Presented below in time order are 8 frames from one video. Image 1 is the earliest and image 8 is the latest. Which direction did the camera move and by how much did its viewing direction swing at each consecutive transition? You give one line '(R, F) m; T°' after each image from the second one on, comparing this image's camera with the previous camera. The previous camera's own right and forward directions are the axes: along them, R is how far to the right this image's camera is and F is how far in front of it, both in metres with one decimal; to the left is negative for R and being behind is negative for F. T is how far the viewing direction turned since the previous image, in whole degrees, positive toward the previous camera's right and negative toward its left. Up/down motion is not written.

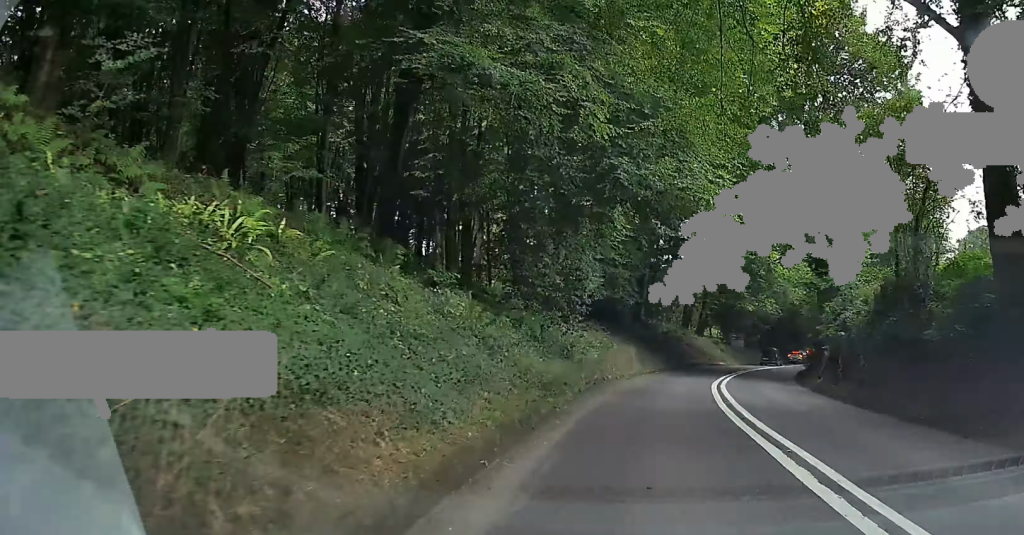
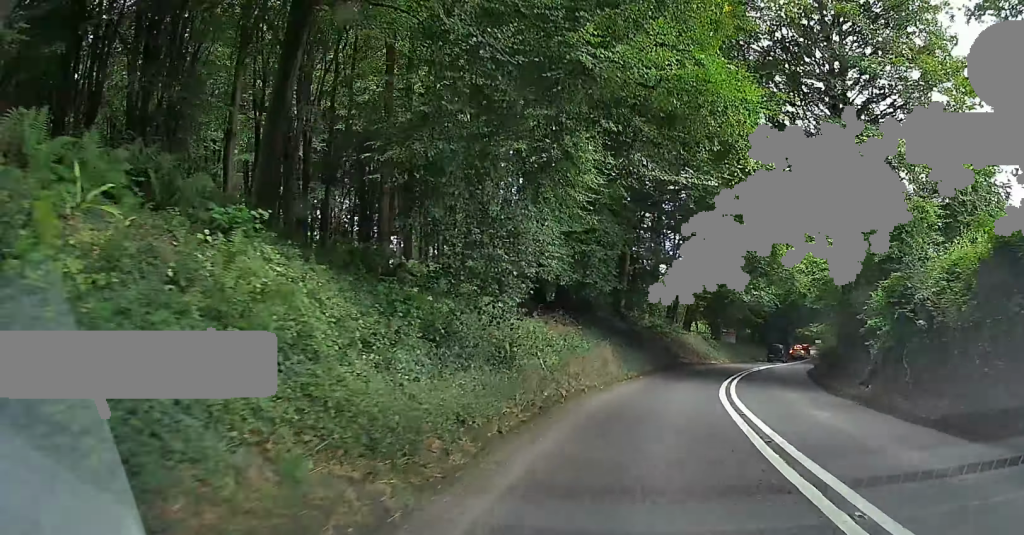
(+0.2, +7.4) m; +1°
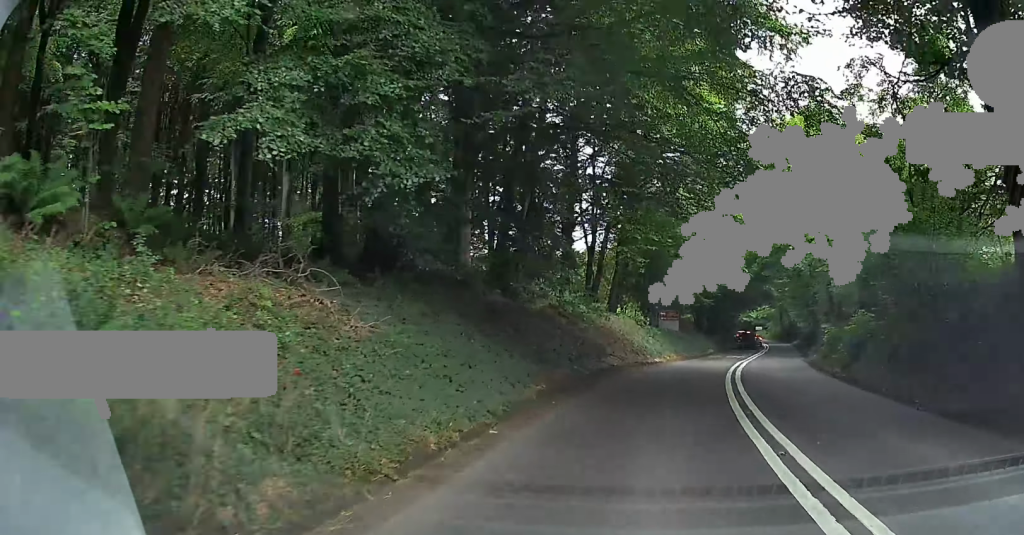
(0.0, +17.8) m; +1°
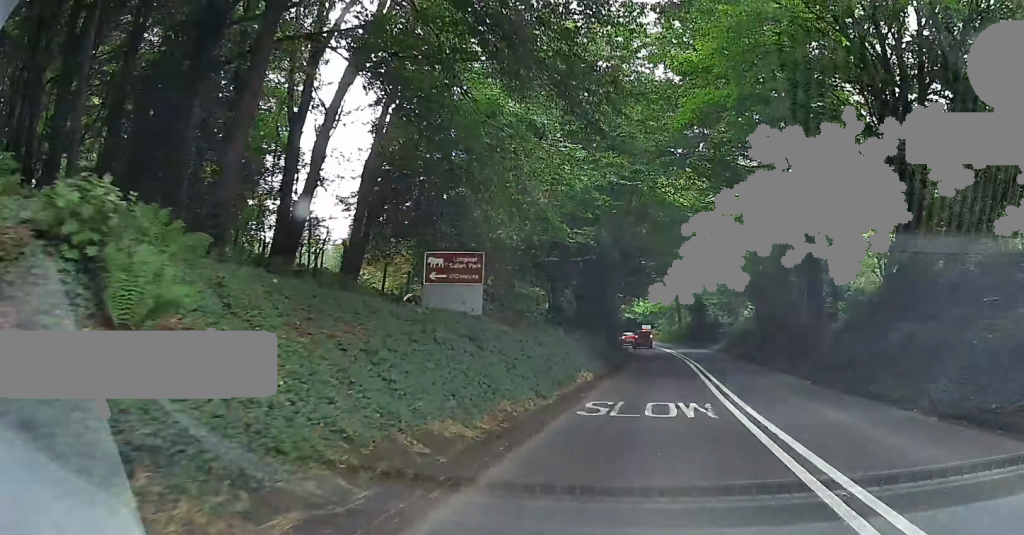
(+2.6, +32.2) m; +10°
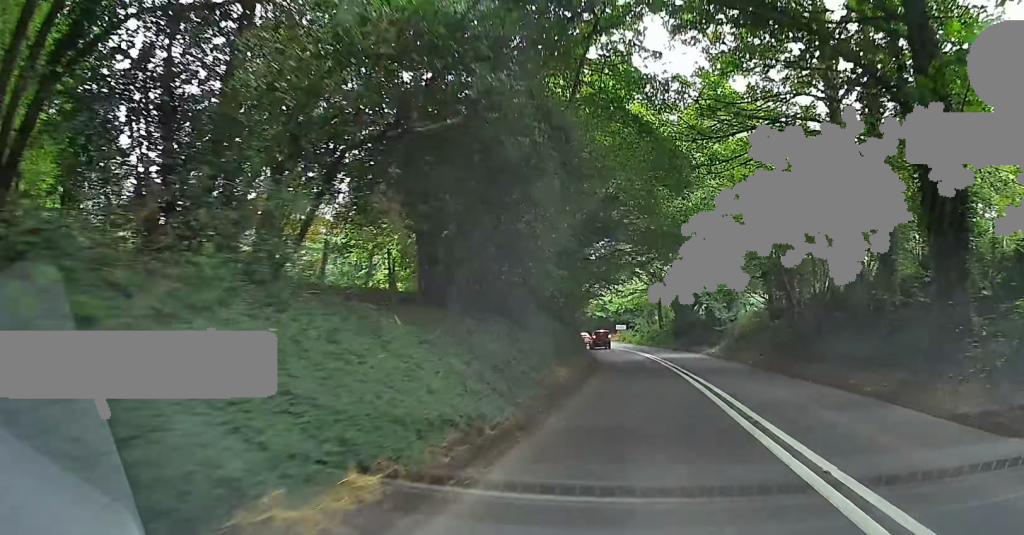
(+0.4, +13.8) m; +4°
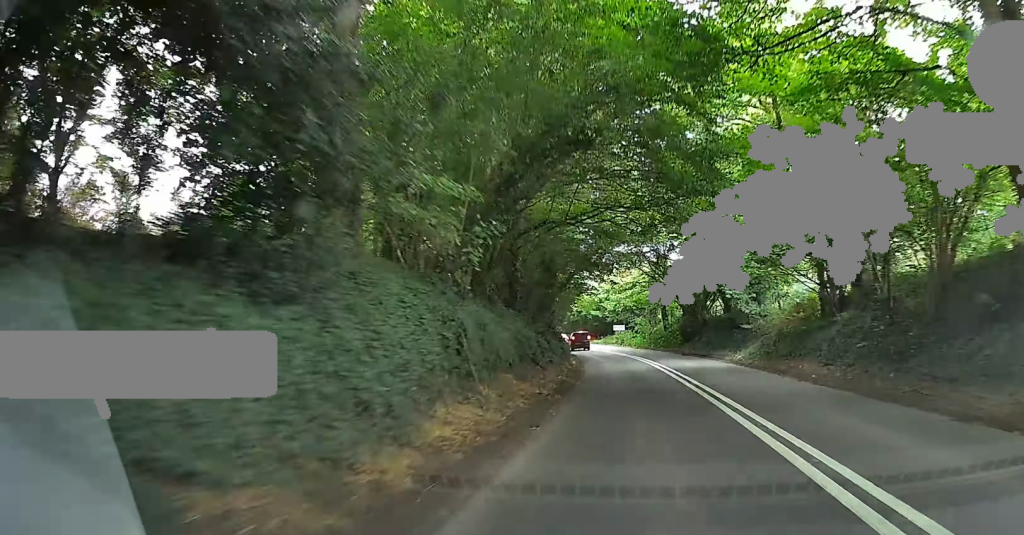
(+0.5, +12.6) m; +1°
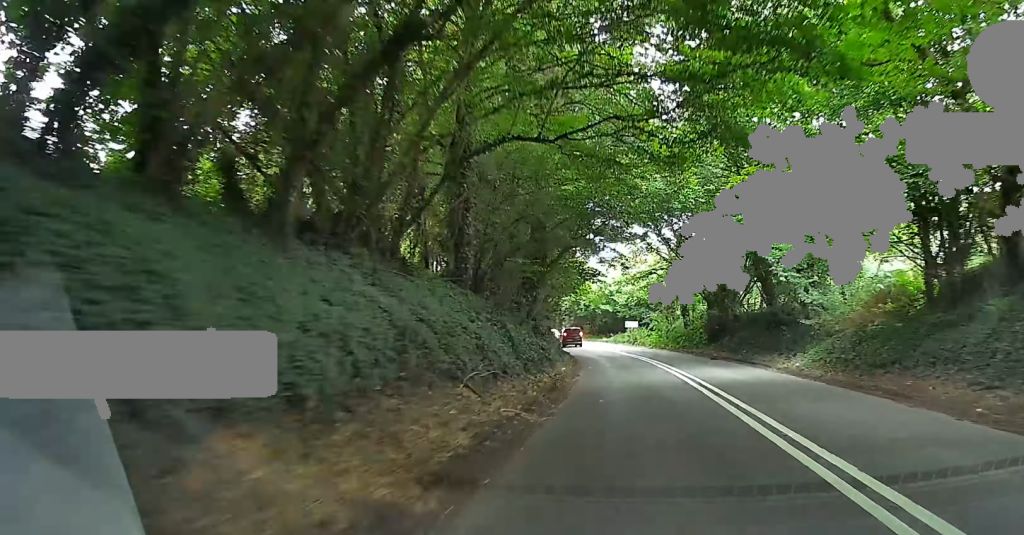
(+0.1, +11.7) m; 0°
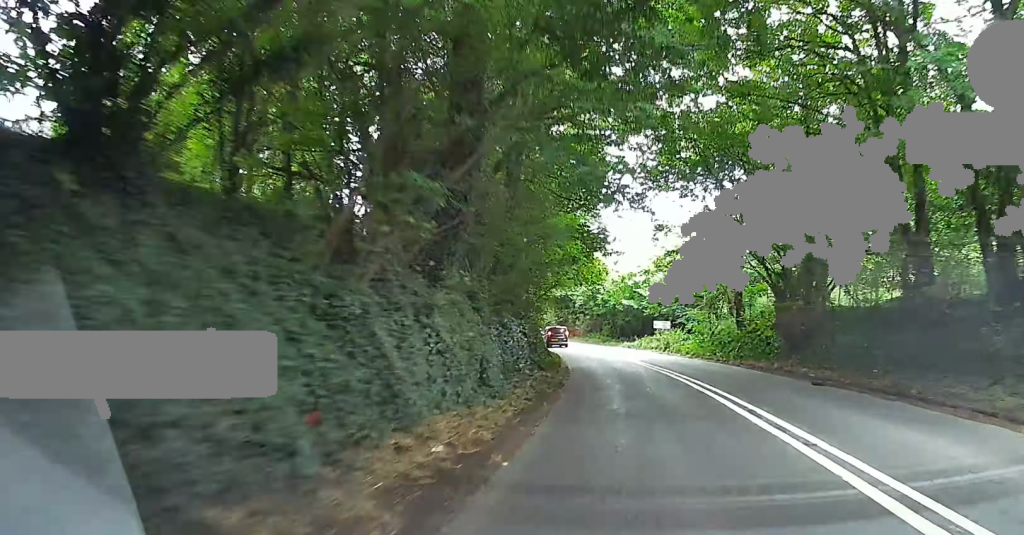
(-0.1, +21.8) m; -1°
